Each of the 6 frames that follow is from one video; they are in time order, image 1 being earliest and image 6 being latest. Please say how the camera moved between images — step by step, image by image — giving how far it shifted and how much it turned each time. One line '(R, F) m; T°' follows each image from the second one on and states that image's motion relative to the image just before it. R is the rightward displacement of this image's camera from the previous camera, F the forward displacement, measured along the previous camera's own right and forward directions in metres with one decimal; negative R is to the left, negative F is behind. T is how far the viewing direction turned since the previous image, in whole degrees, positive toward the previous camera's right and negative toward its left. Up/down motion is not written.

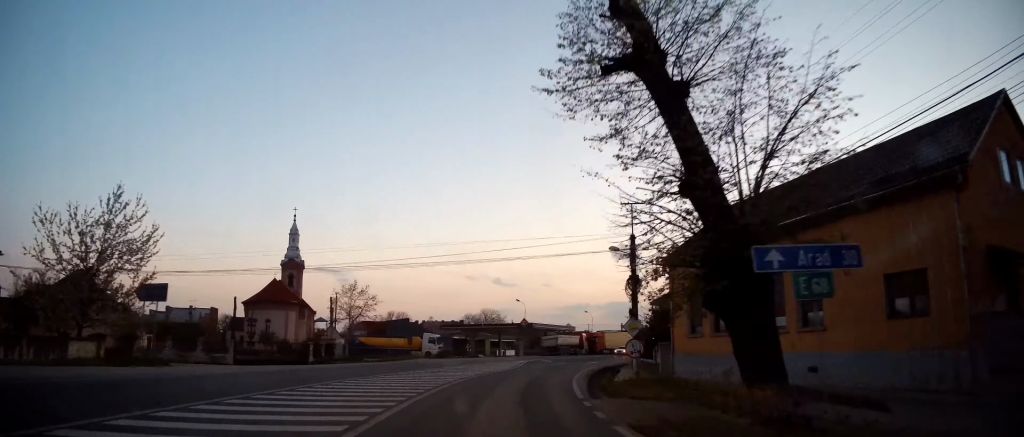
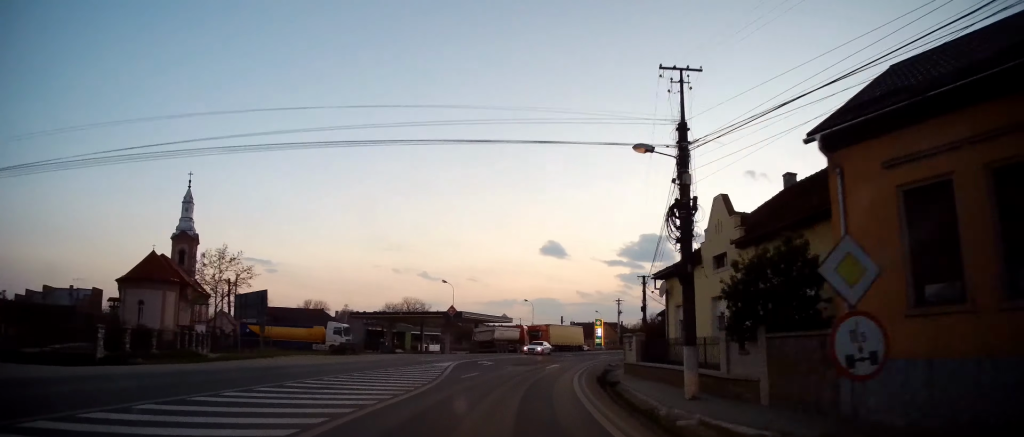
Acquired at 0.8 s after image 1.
(+0.7, +15.8) m; +6°
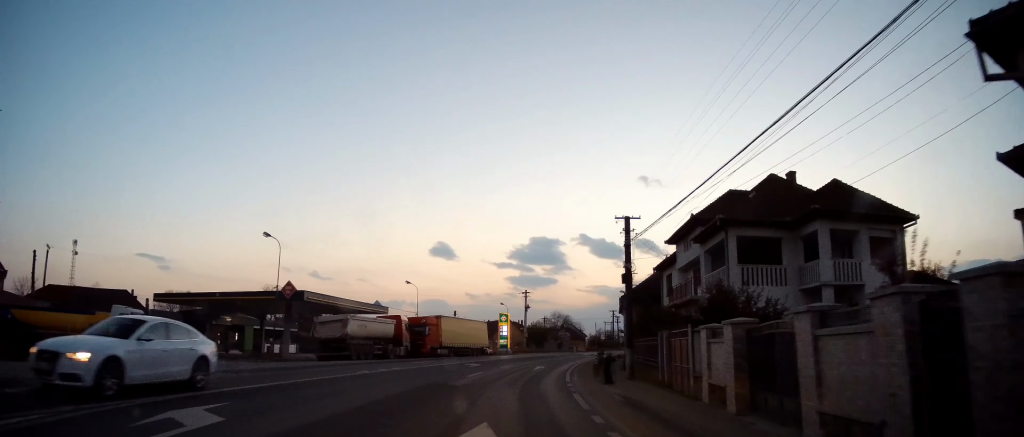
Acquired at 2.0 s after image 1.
(+2.3, +24.6) m; +11°
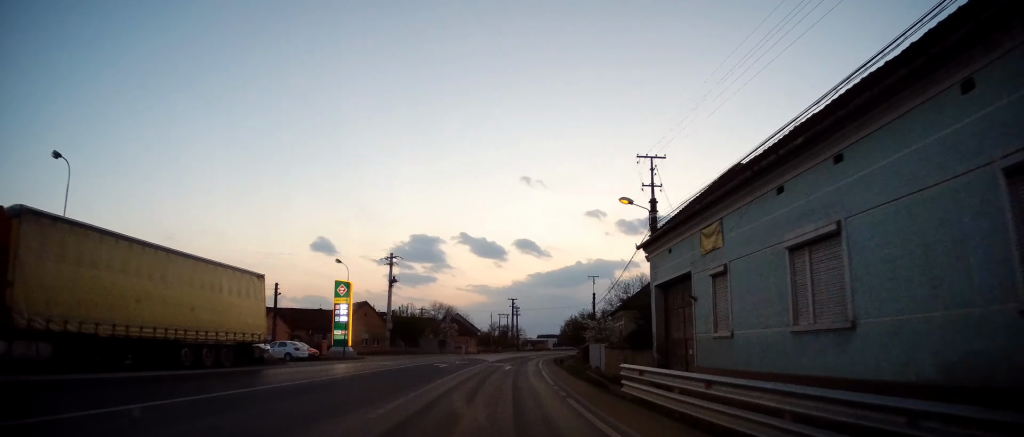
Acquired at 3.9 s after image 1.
(+5.5, +38.1) m; +14°
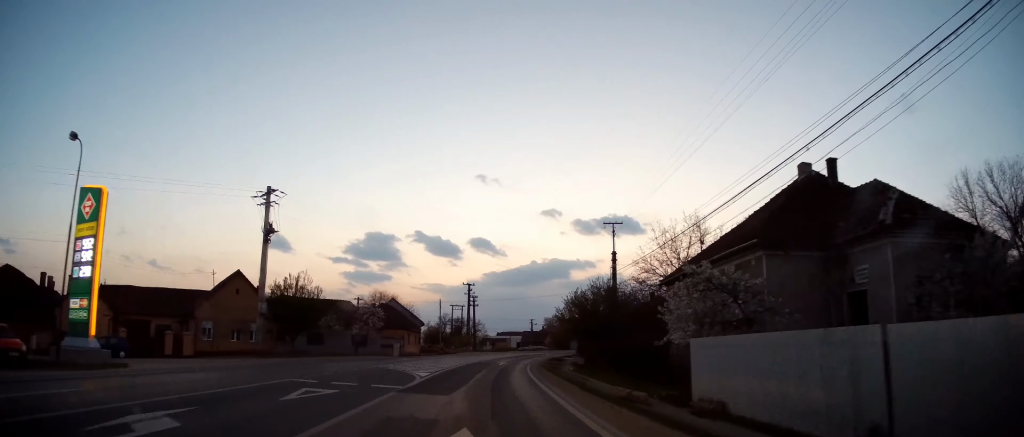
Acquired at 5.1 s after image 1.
(+1.7, +26.5) m; +6°
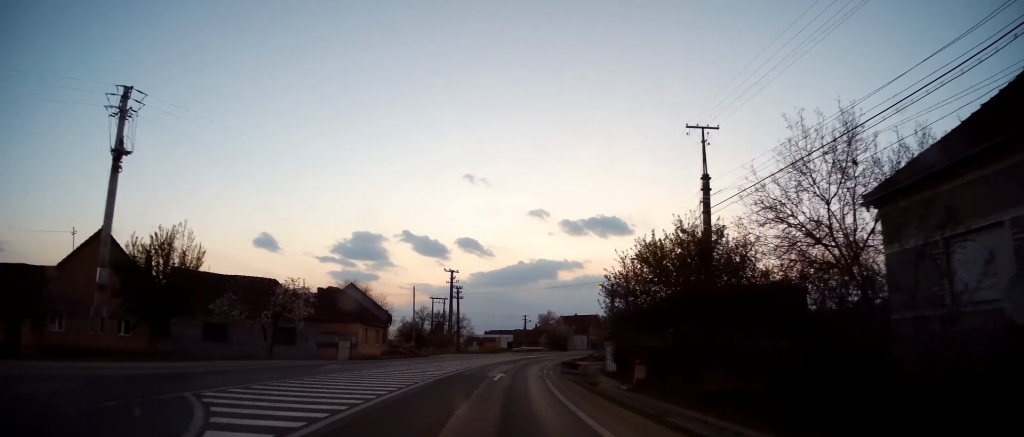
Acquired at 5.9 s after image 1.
(+0.4, +16.2) m; +3°
